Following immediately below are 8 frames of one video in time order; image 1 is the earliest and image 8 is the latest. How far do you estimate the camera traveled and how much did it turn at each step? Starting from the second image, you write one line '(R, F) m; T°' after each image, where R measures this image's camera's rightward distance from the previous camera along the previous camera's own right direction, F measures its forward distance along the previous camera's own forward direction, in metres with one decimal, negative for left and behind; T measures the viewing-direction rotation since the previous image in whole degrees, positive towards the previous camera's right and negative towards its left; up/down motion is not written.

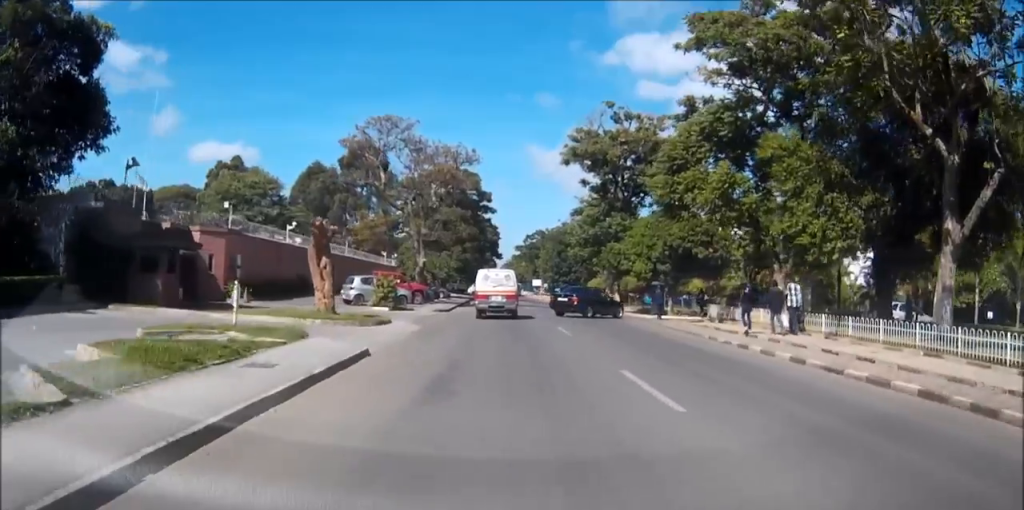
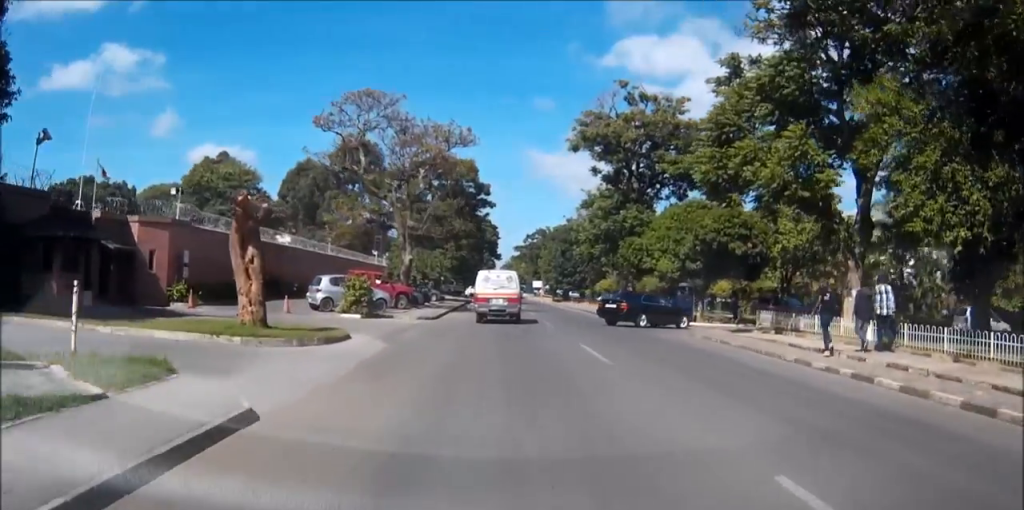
(-0.1, +6.8) m; -1°
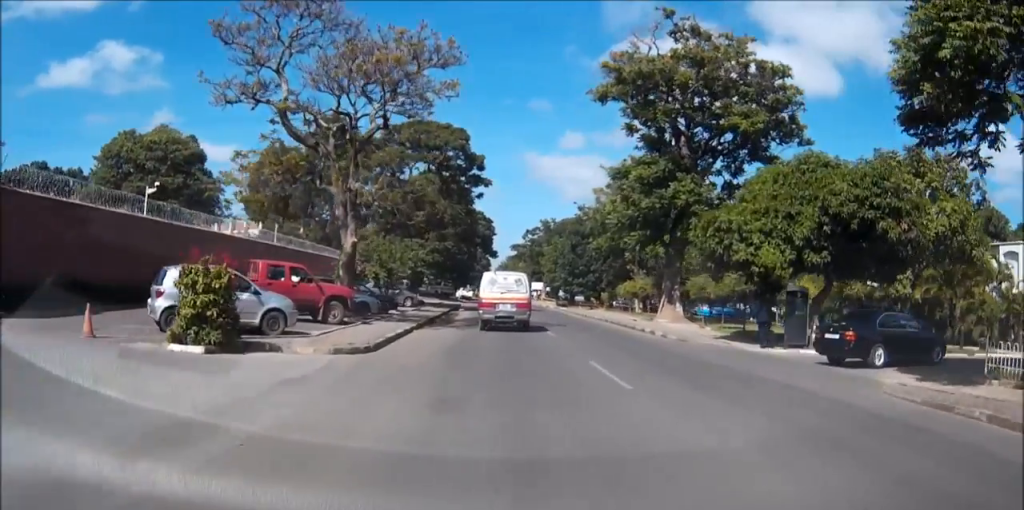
(-0.2, +14.7) m; -2°
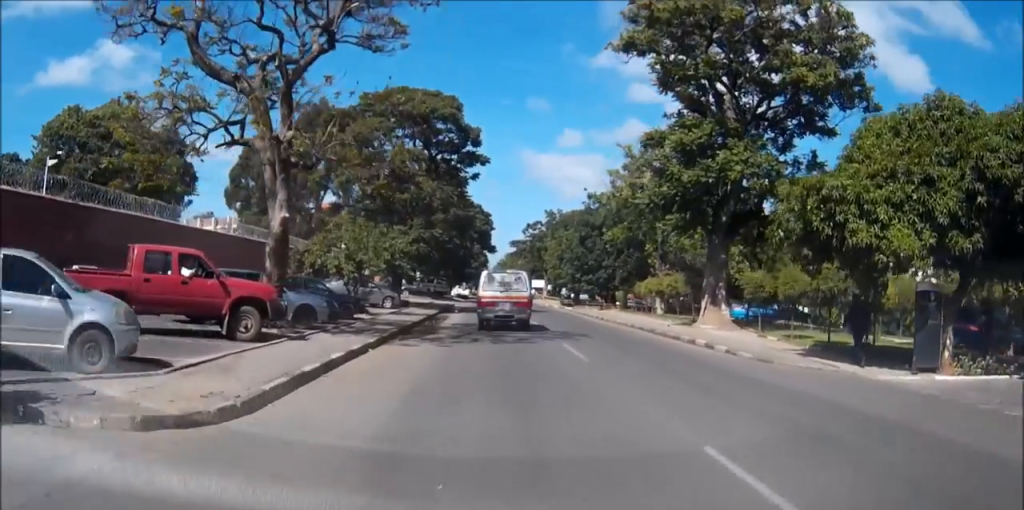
(-0.1, +8.0) m; 0°
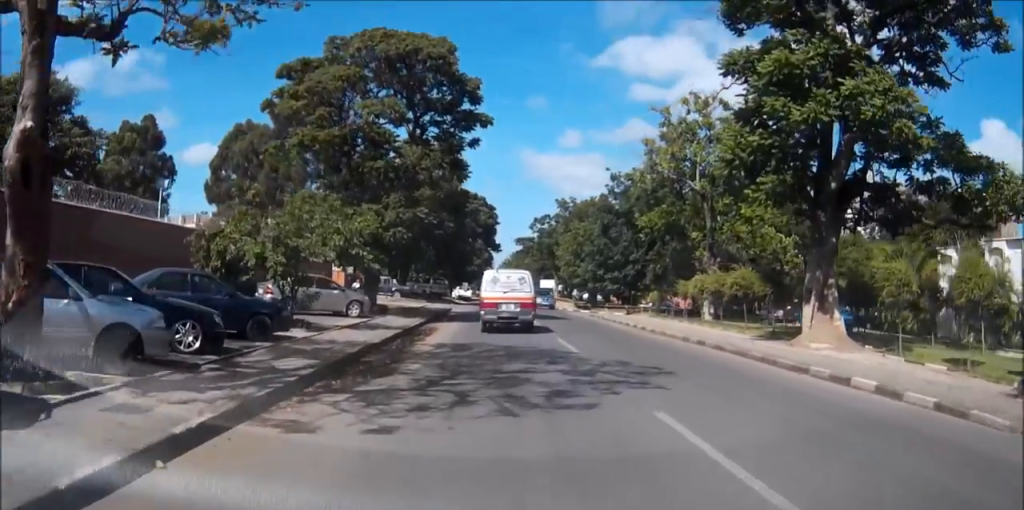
(+0.1, +10.0) m; 0°
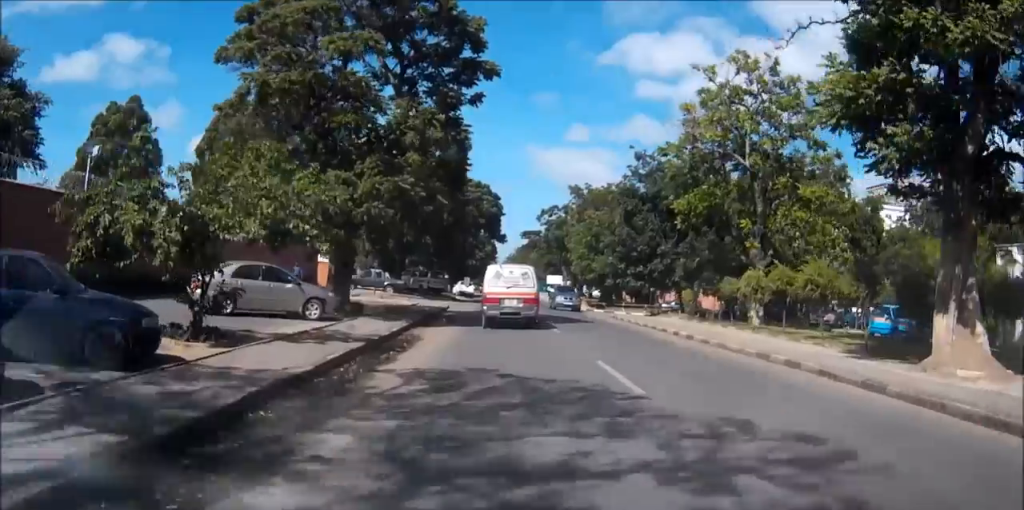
(-0.1, +6.8) m; -1°
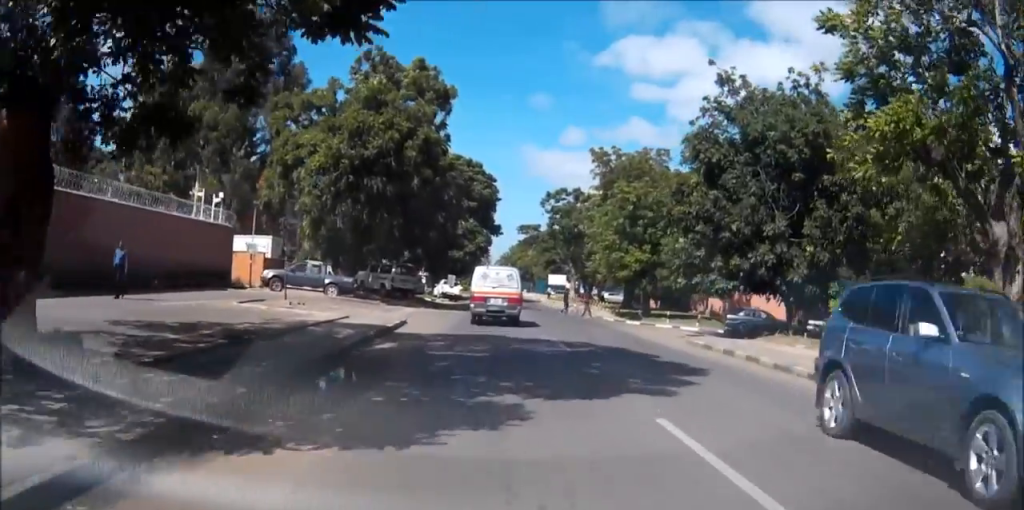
(-0.3, +17.7) m; -1°
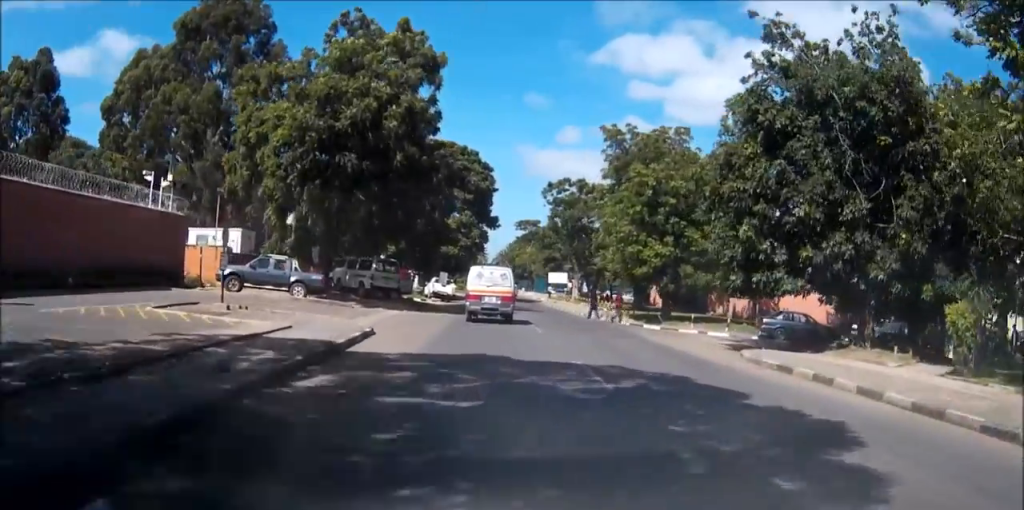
(0.0, +6.1) m; +1°
